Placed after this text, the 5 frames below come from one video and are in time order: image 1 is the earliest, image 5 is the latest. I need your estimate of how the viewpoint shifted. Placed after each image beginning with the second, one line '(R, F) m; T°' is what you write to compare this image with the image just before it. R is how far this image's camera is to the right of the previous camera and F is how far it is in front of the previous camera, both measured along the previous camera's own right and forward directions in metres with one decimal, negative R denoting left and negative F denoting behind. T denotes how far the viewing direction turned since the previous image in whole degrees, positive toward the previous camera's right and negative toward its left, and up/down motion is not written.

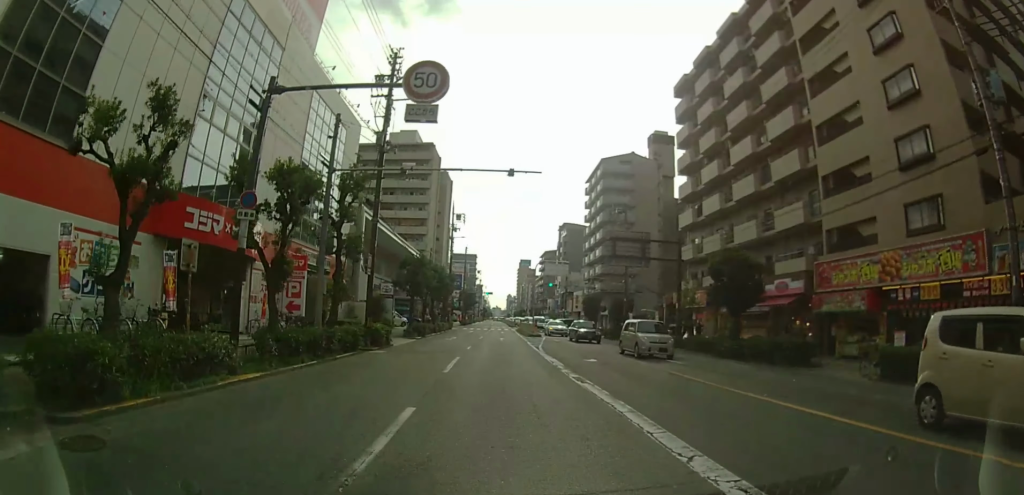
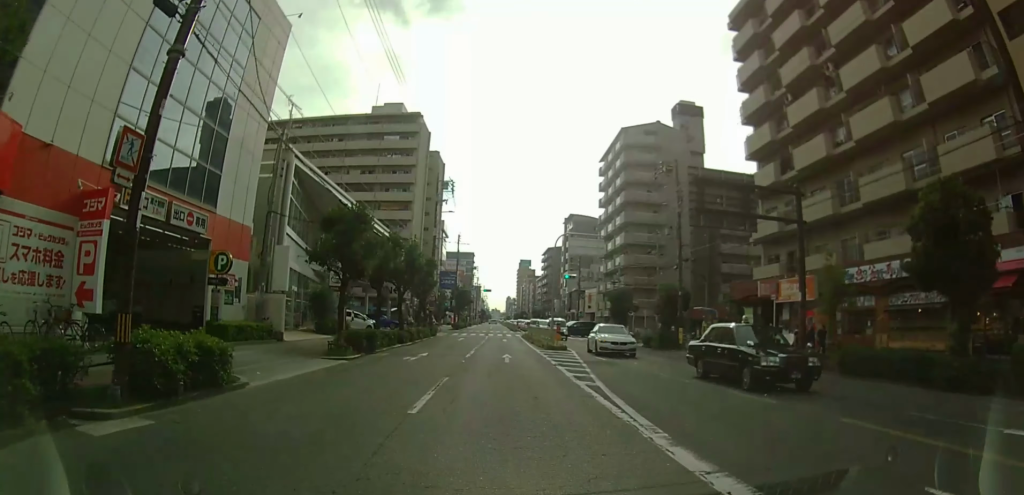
(+0.6, +15.8) m; +3°
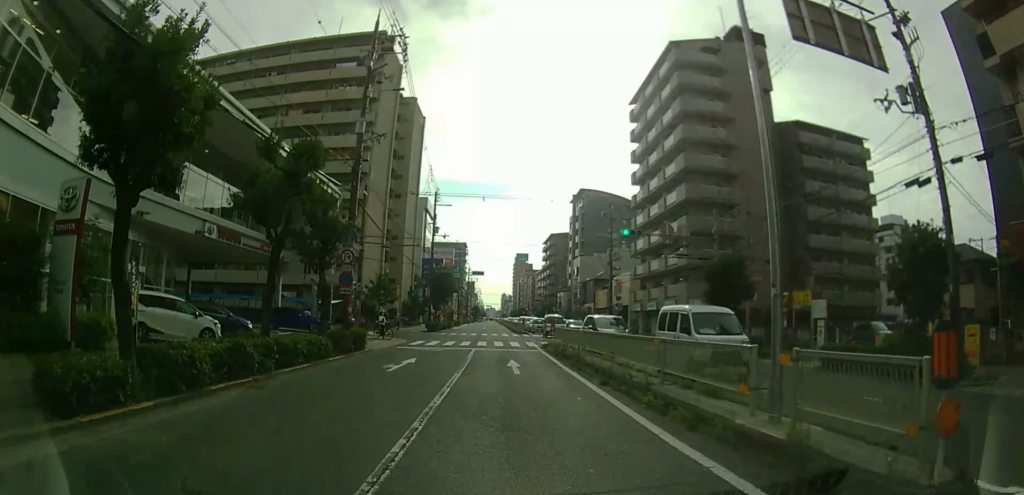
(+0.4, +25.2) m; -2°
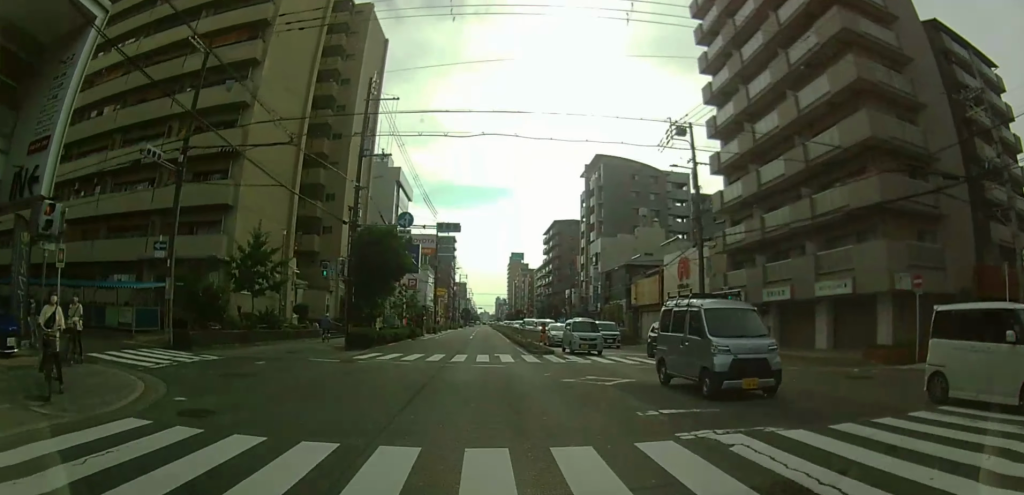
(-1.3, +25.7) m; -3°
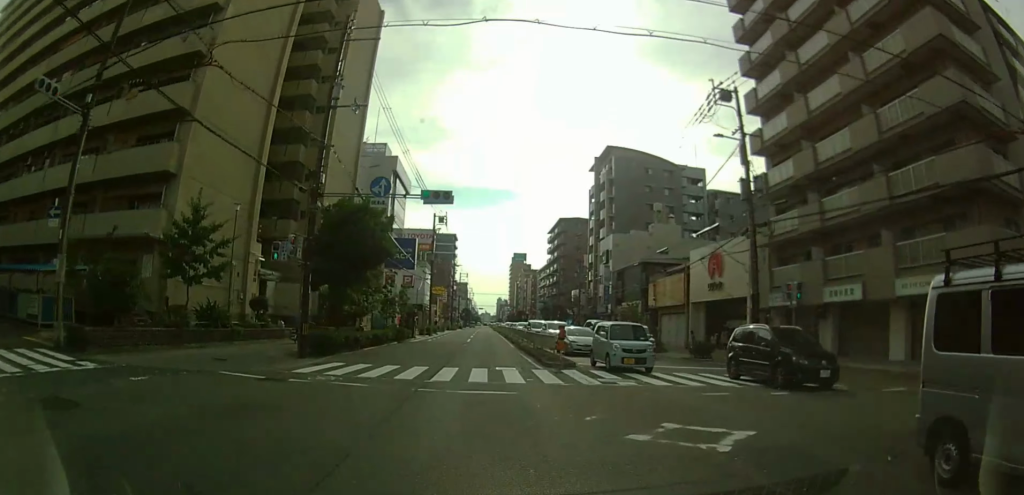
(0.0, +5.5) m; 0°
